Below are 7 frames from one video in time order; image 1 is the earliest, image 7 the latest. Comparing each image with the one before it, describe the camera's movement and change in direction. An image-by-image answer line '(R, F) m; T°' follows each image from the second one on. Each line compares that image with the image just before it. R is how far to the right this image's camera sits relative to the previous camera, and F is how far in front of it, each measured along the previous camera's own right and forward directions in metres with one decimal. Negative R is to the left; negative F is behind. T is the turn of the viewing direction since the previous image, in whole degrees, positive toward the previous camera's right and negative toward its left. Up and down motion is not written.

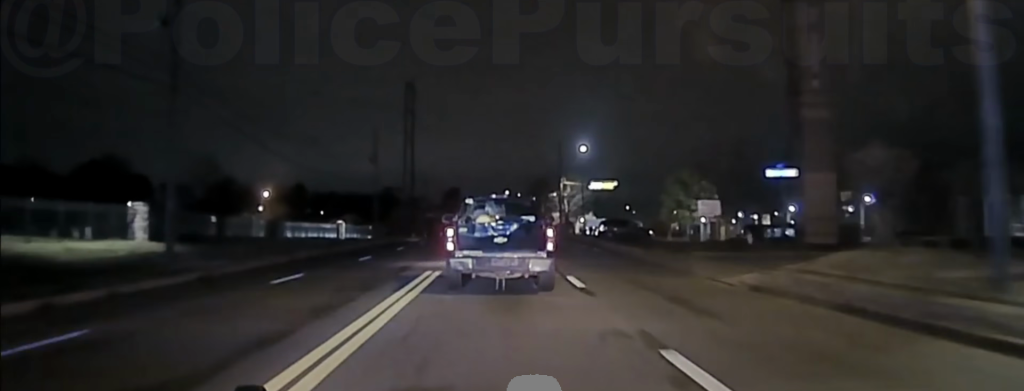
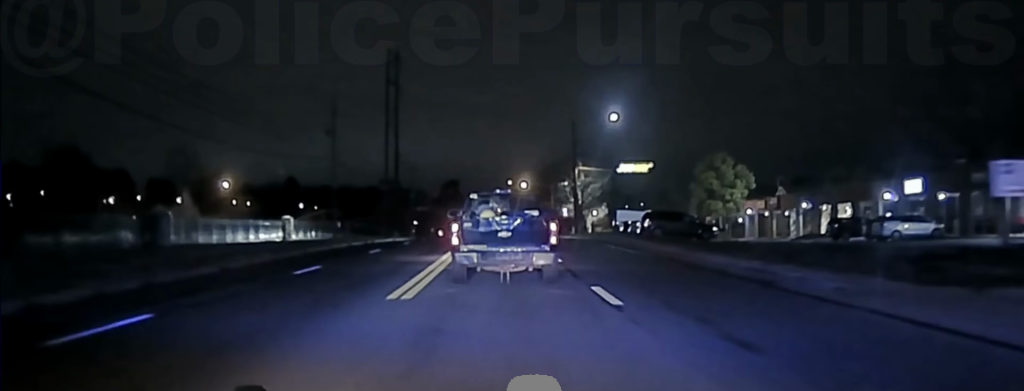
(+0.3, +20.0) m; +1°
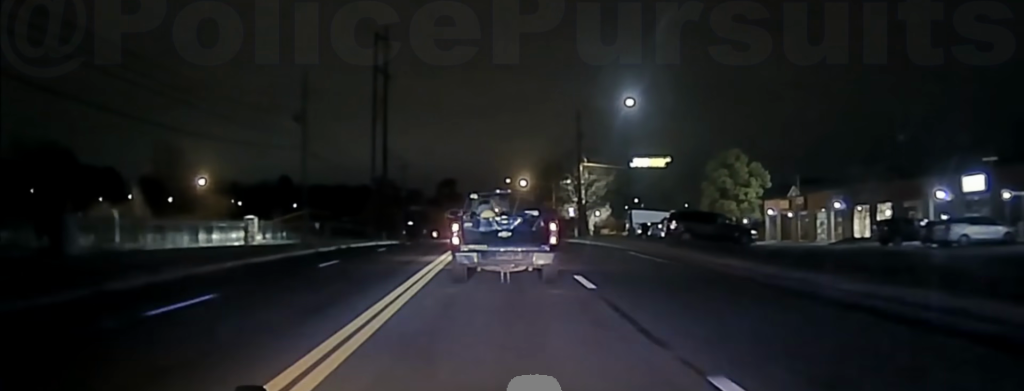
(0.0, +7.7) m; 0°
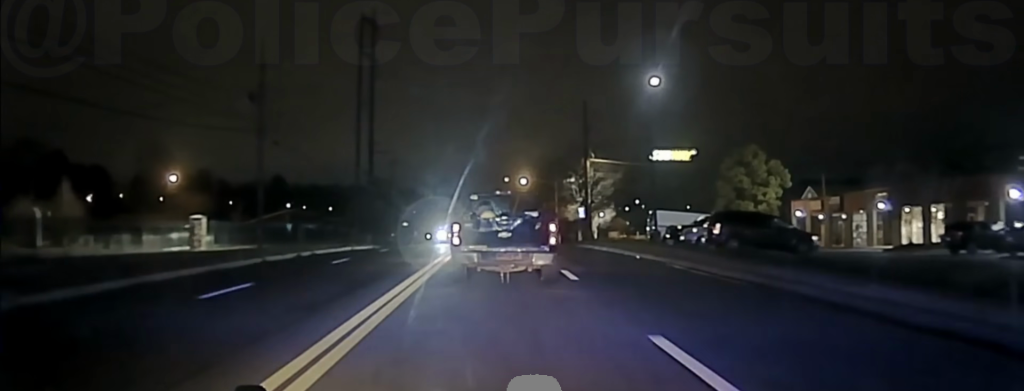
(0.0, +8.3) m; 0°
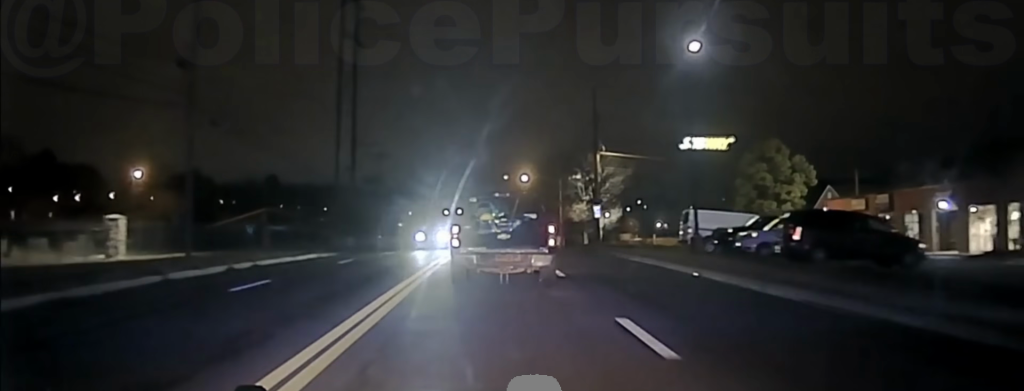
(0.0, +9.4) m; 0°
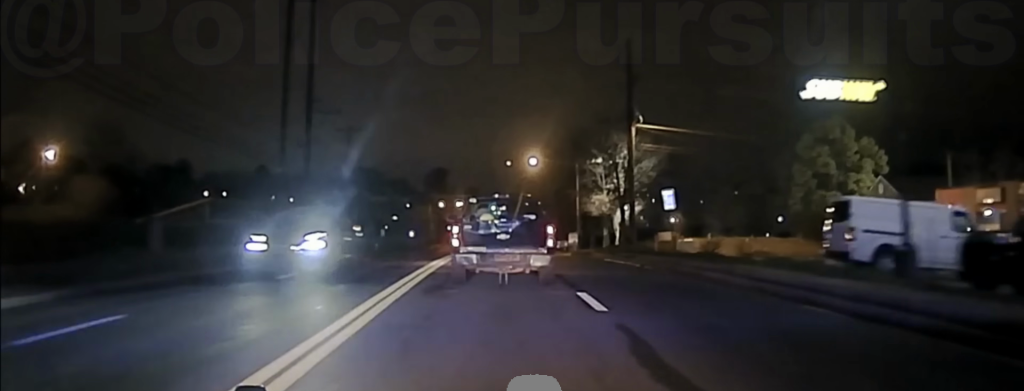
(0.0, +19.5) m; 0°
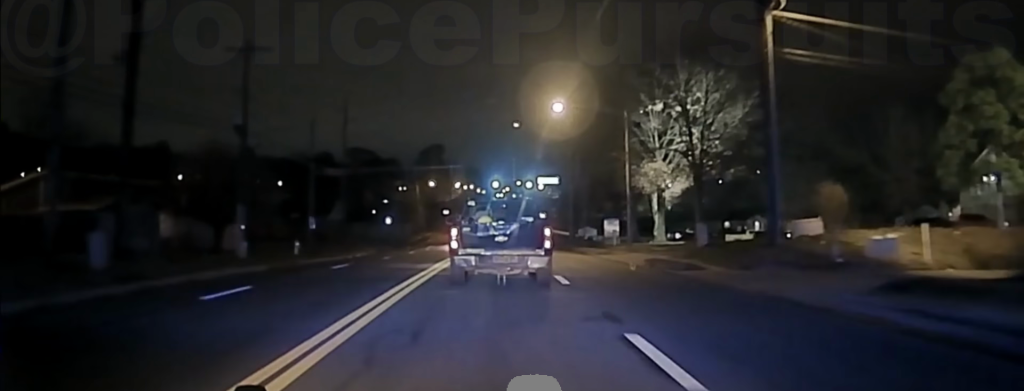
(-0.5, +32.8) m; -1°
